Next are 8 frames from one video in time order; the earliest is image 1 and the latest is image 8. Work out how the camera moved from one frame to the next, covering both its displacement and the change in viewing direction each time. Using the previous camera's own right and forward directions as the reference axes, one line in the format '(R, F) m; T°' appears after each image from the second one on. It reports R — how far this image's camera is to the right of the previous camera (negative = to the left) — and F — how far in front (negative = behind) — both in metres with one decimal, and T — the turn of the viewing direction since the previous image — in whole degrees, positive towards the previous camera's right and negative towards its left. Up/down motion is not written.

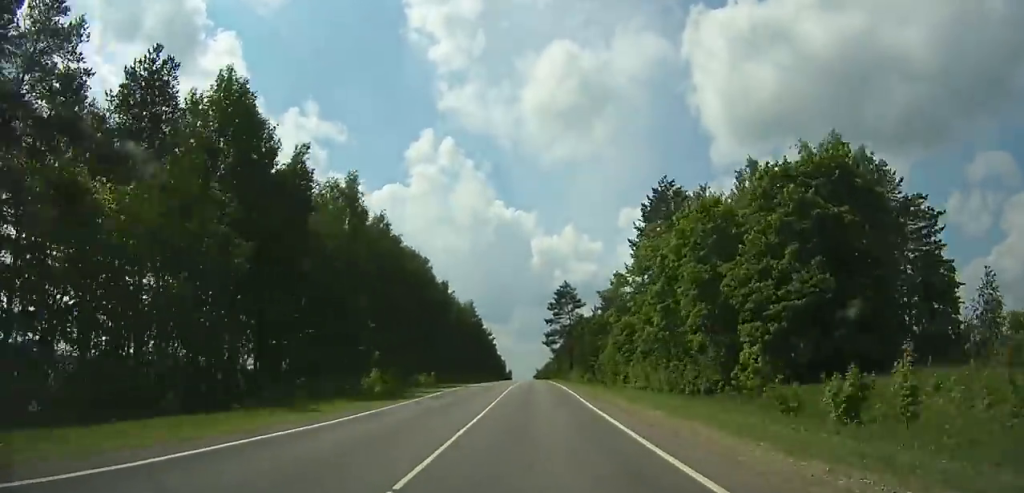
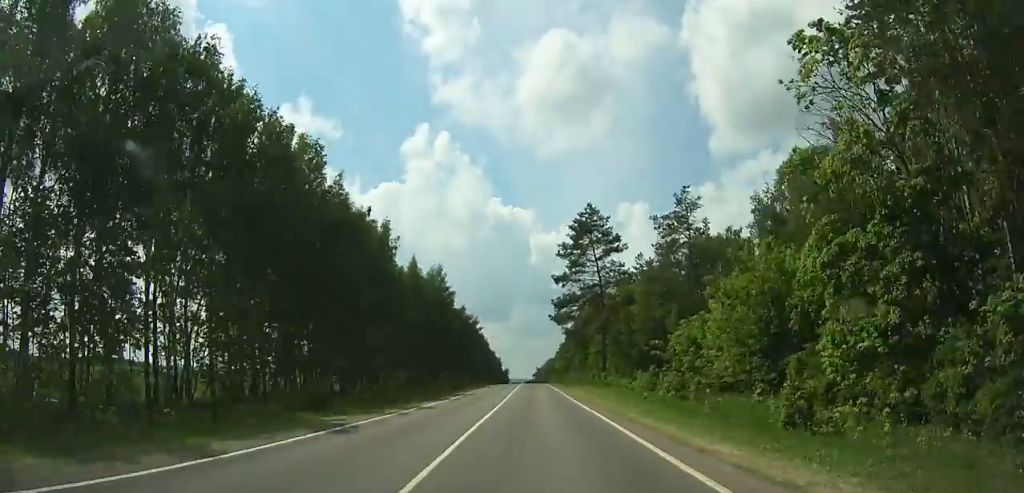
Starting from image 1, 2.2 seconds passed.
(+0.5, +53.7) m; 0°
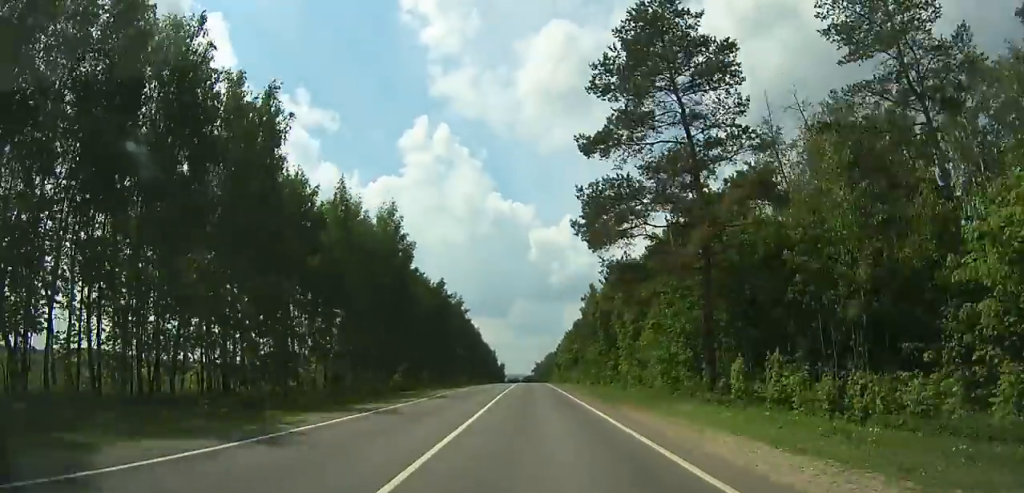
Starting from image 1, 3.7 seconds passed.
(+0.8, +37.1) m; 0°
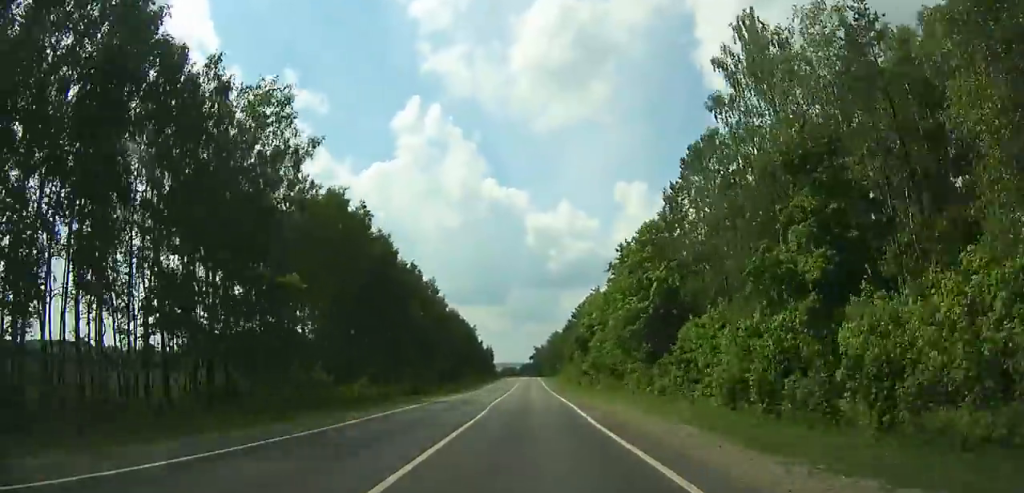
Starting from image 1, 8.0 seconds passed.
(-2.2, +105.5) m; -1°
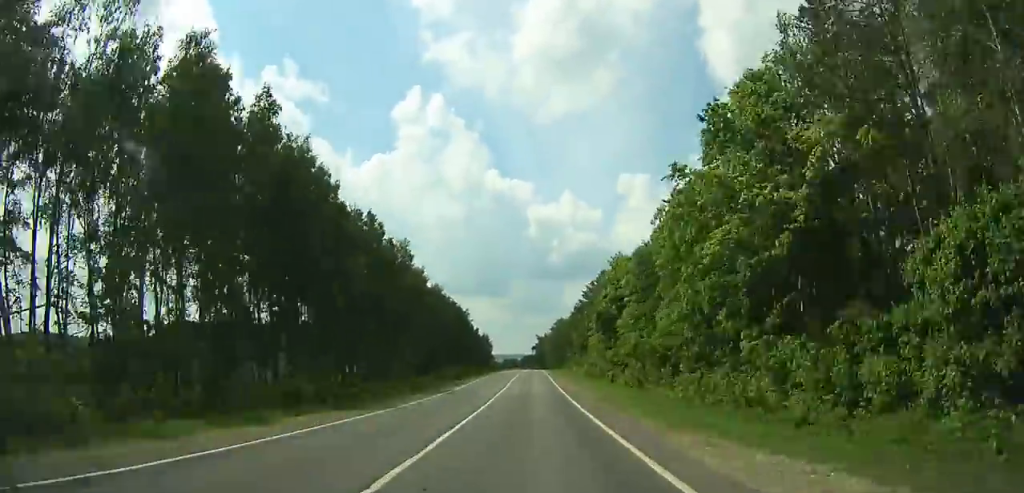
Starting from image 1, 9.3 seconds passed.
(0.0, +31.6) m; 0°
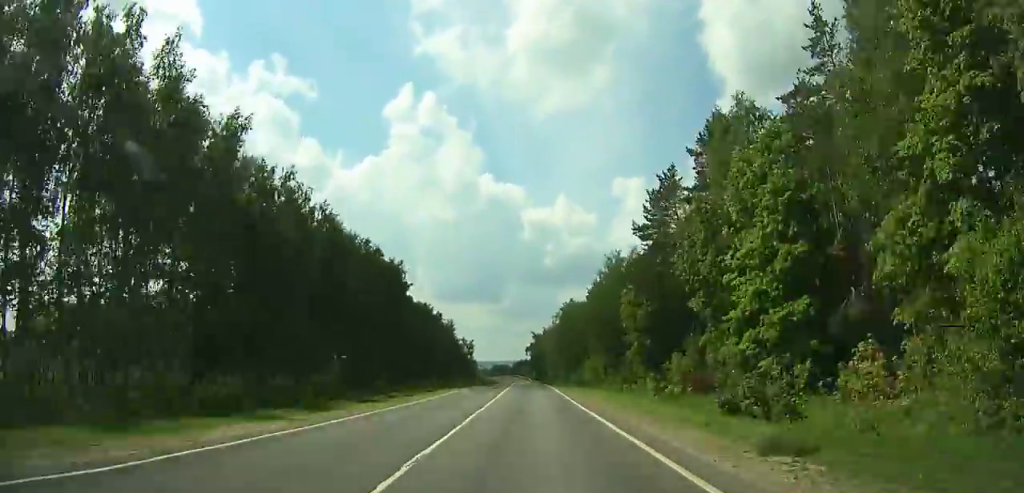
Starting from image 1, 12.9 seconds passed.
(-0.1, +86.0) m; 0°
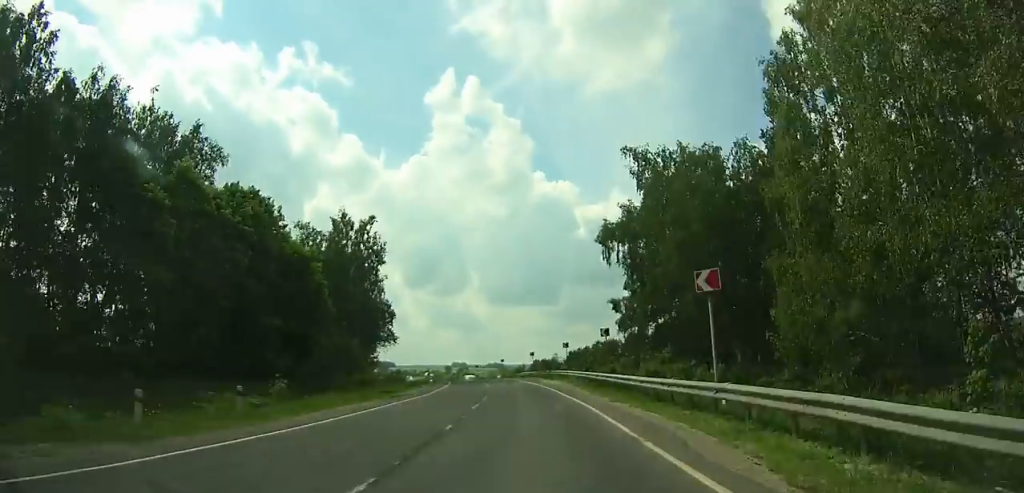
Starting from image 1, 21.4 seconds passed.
(-3.9, +193.7) m; -8°
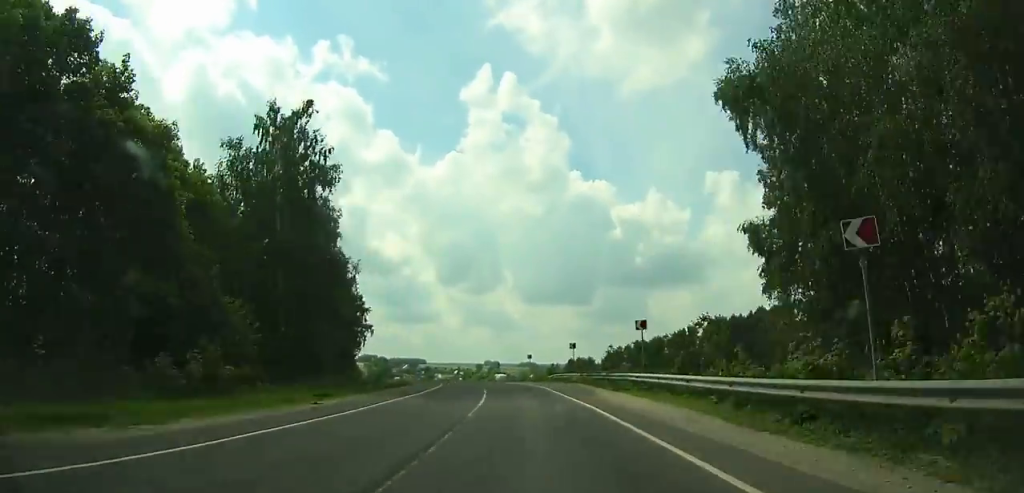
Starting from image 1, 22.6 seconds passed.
(-0.7, +26.7) m; -3°
